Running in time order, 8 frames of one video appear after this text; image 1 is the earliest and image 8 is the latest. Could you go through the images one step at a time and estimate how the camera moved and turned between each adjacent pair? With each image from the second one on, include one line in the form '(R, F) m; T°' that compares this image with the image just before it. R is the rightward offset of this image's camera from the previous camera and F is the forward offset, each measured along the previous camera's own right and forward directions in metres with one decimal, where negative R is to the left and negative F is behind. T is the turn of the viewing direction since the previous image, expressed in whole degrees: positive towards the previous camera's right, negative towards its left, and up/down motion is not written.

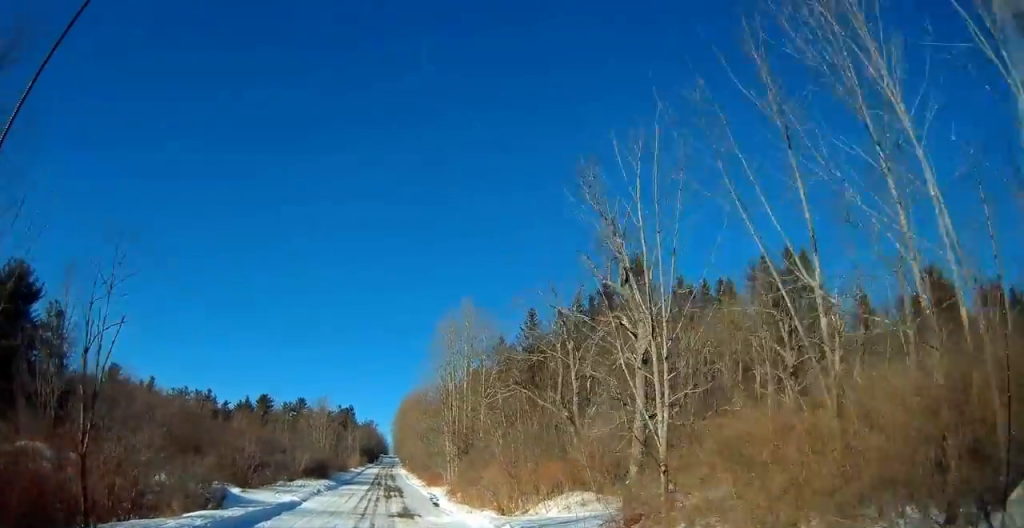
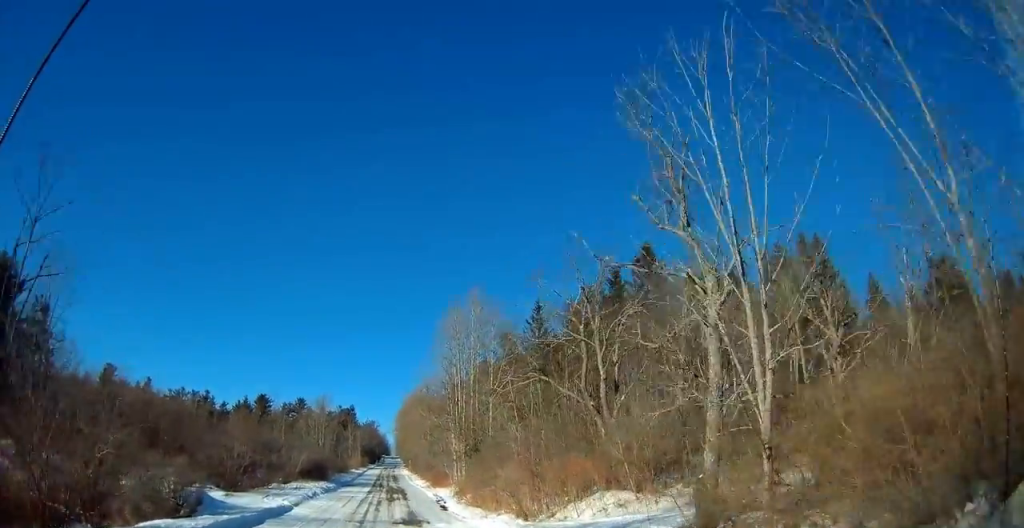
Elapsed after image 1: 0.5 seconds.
(0.0, +3.8) m; 0°
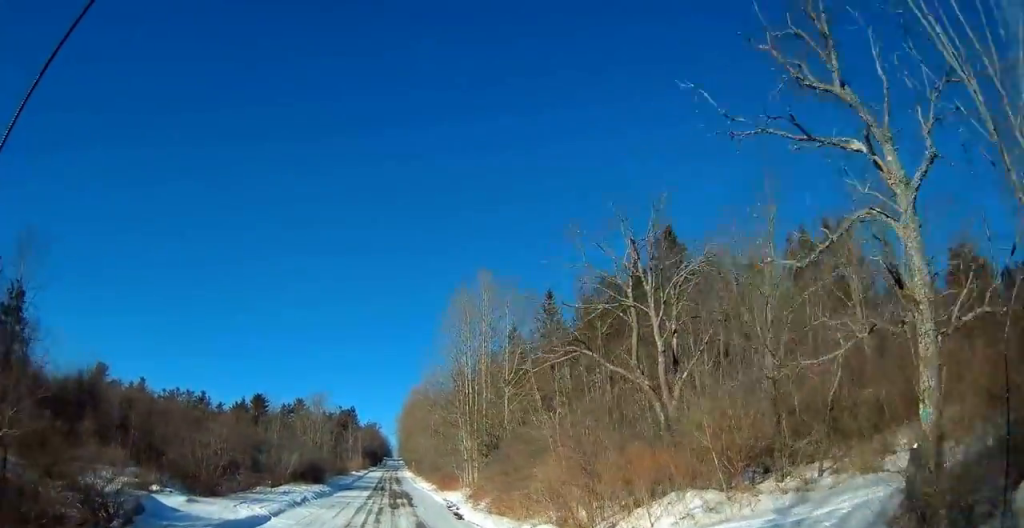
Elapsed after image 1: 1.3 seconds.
(0.0, +6.0) m; 0°
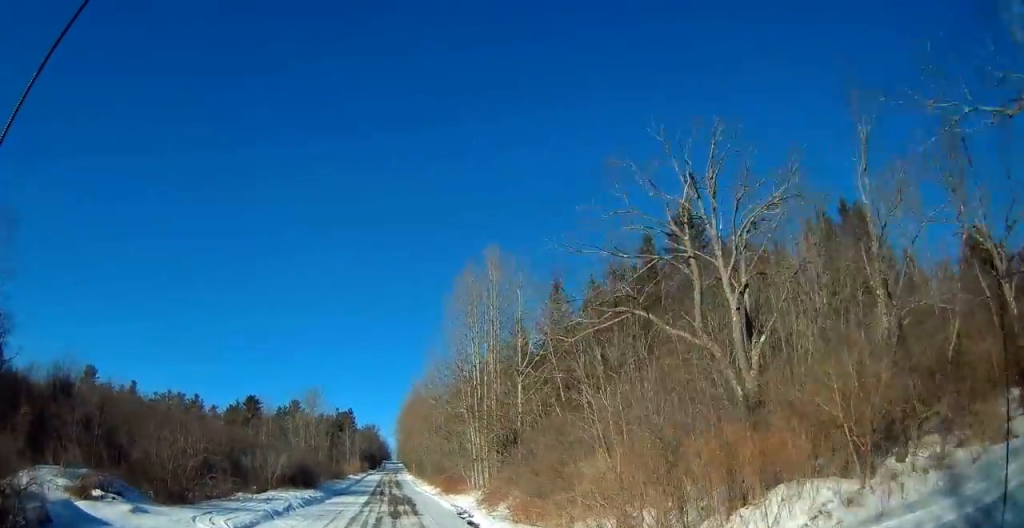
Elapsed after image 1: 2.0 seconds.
(0.0, +5.4) m; 0°
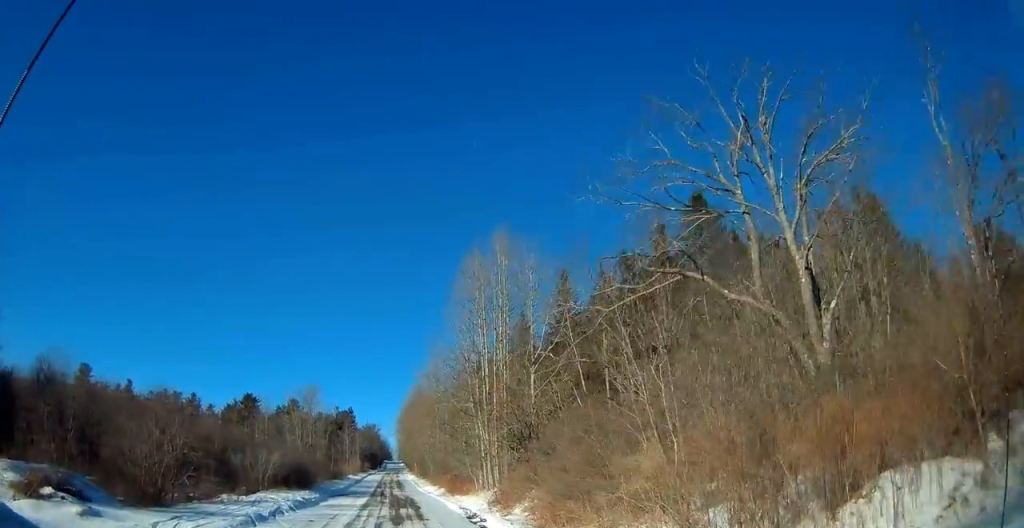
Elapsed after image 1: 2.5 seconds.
(0.0, +3.5) m; 0°
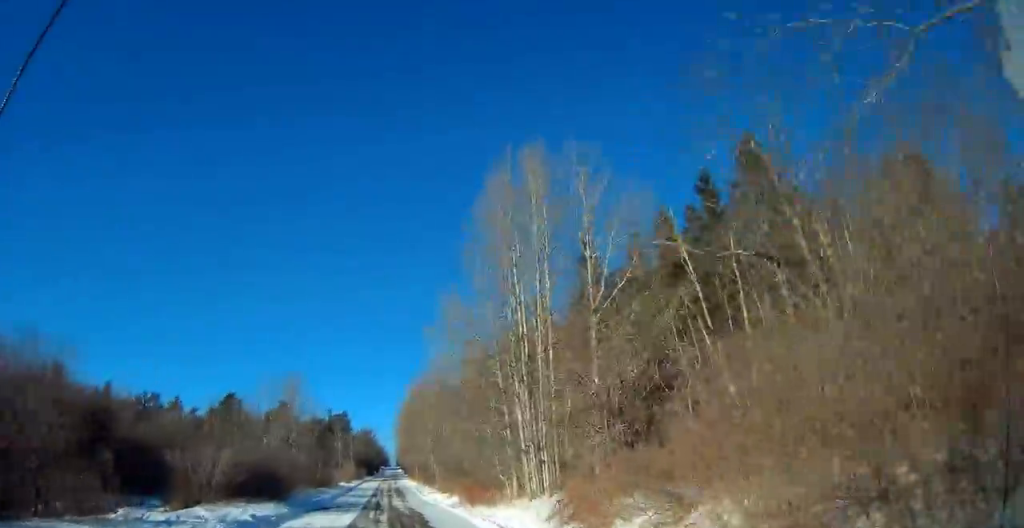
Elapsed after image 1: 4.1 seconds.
(0.0, +12.1) m; 0°
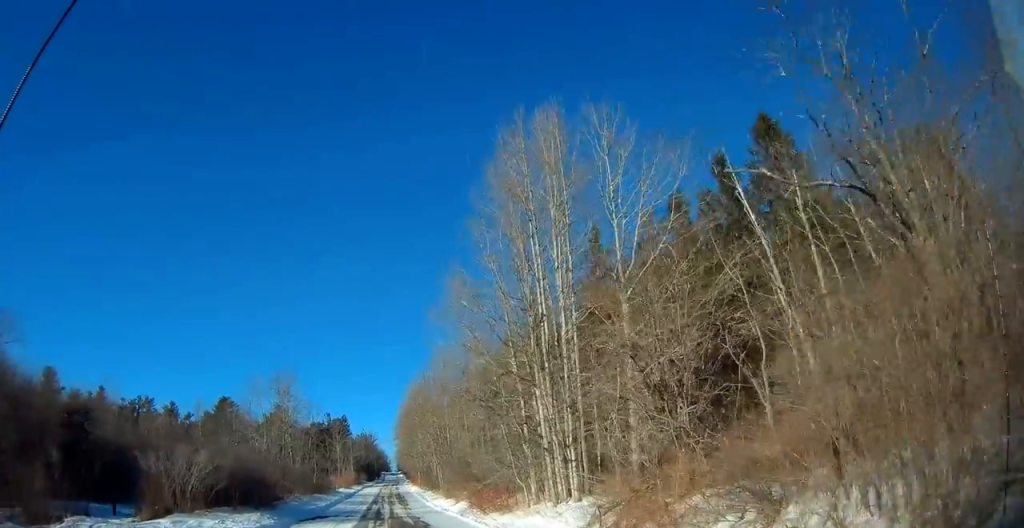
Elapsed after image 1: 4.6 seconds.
(0.0, +3.6) m; 0°
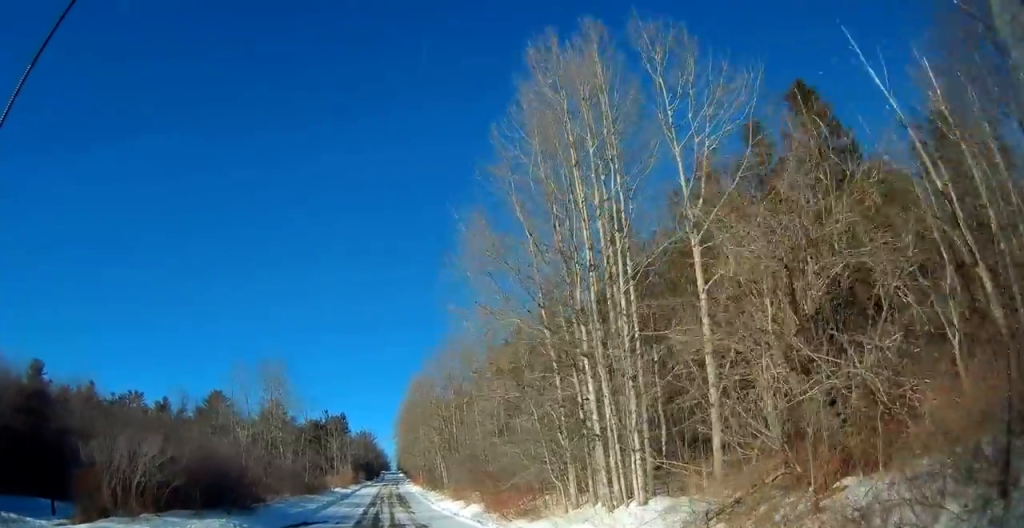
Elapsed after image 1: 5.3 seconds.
(0.0, +5.4) m; 0°
